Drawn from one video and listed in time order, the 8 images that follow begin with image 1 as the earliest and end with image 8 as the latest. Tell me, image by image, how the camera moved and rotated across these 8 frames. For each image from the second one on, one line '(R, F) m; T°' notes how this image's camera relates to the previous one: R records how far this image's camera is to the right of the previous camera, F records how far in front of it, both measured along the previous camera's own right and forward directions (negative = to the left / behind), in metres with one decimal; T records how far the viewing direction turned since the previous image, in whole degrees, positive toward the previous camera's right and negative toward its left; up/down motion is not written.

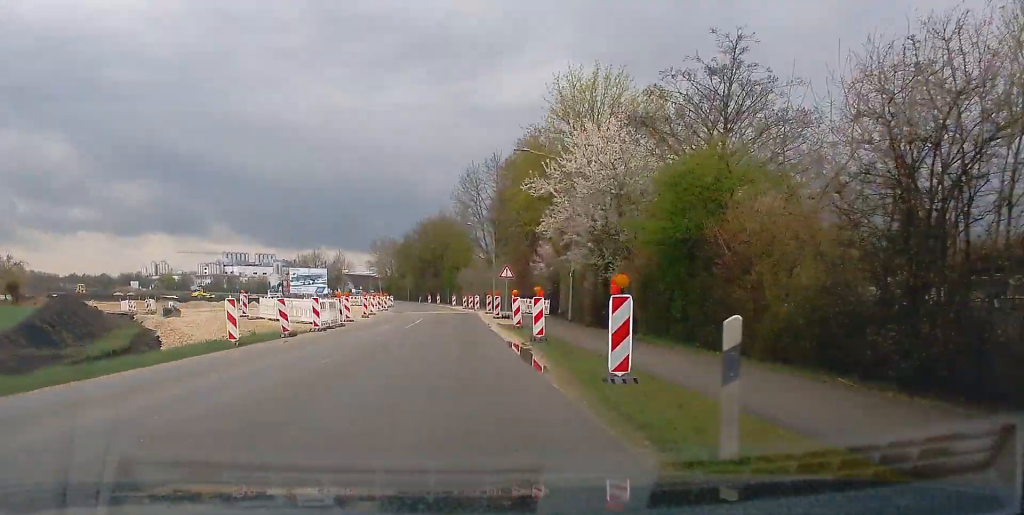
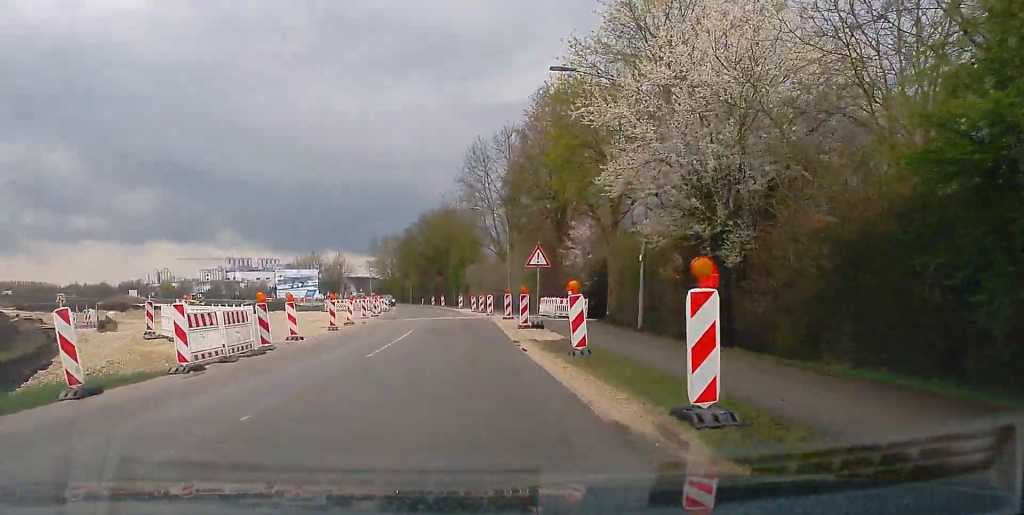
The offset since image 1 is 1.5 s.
(+0.1, +13.3) m; 0°
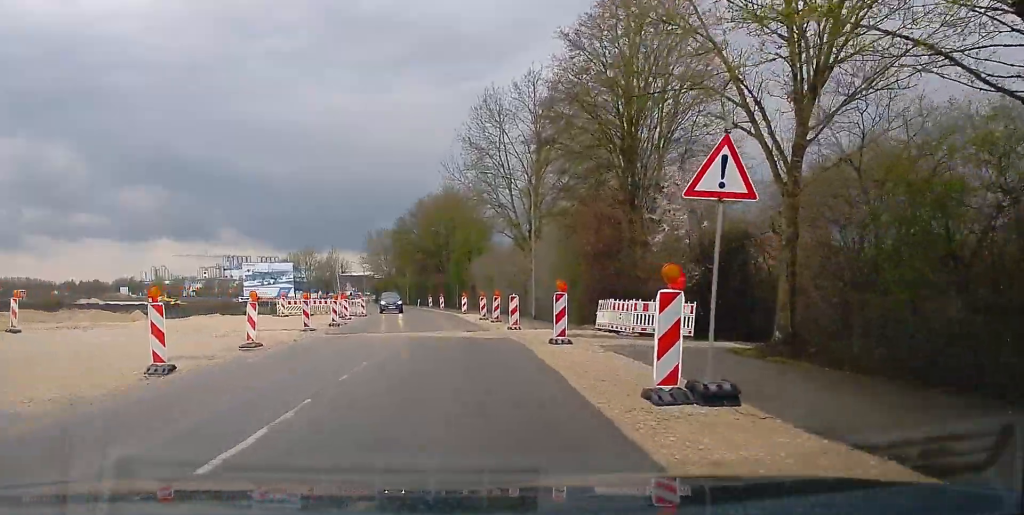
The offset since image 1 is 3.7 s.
(0.0, +16.4) m; +1°
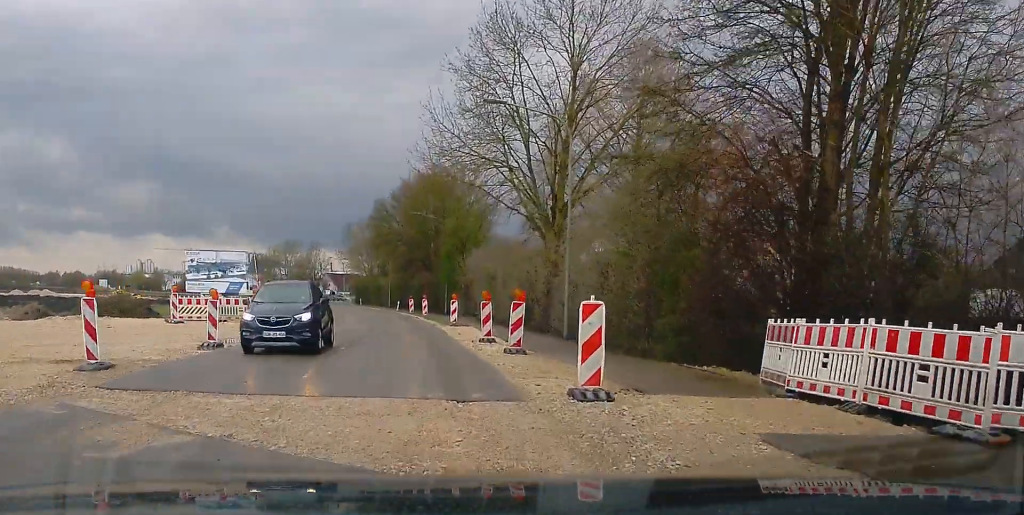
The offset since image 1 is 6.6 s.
(+0.2, +14.5) m; +1°
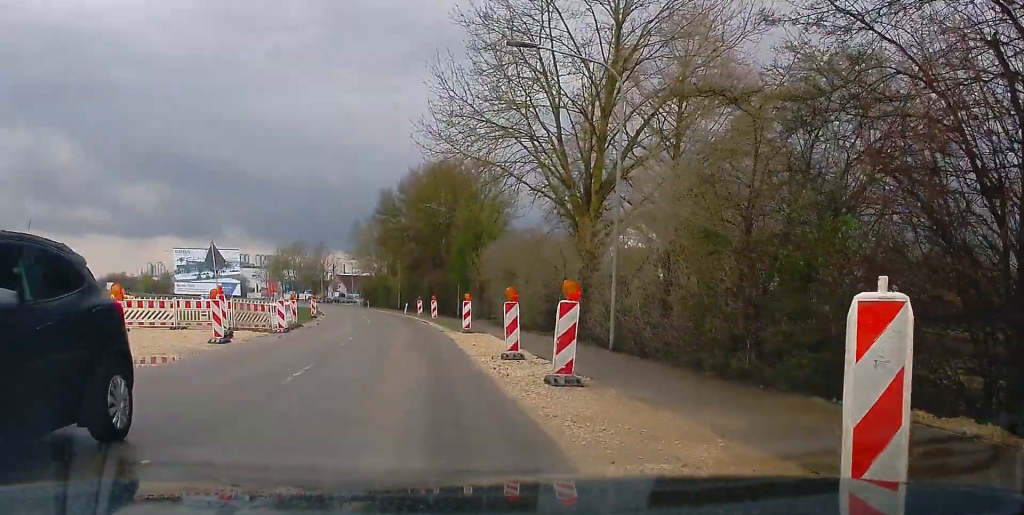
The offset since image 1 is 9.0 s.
(0.0, +8.9) m; -1°
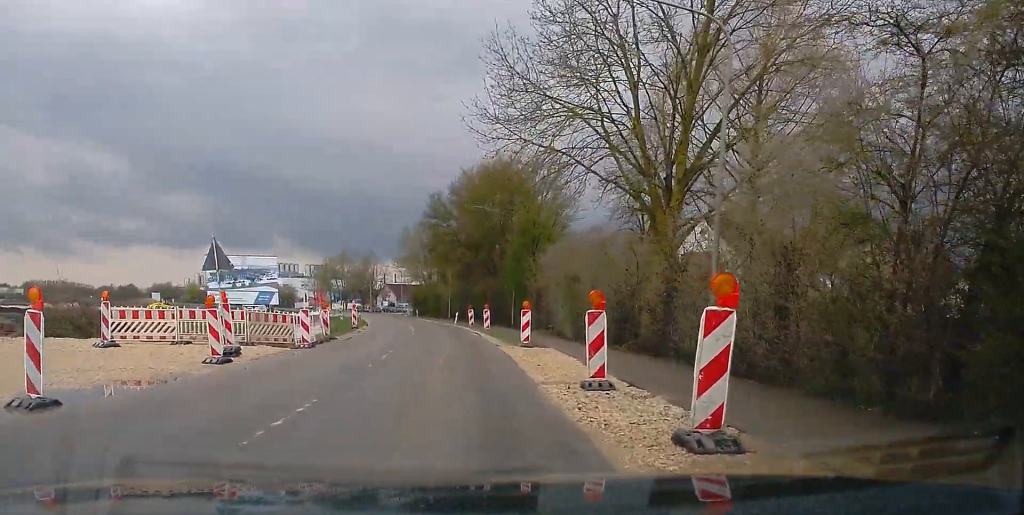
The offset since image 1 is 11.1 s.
(-0.2, +8.4) m; -4°
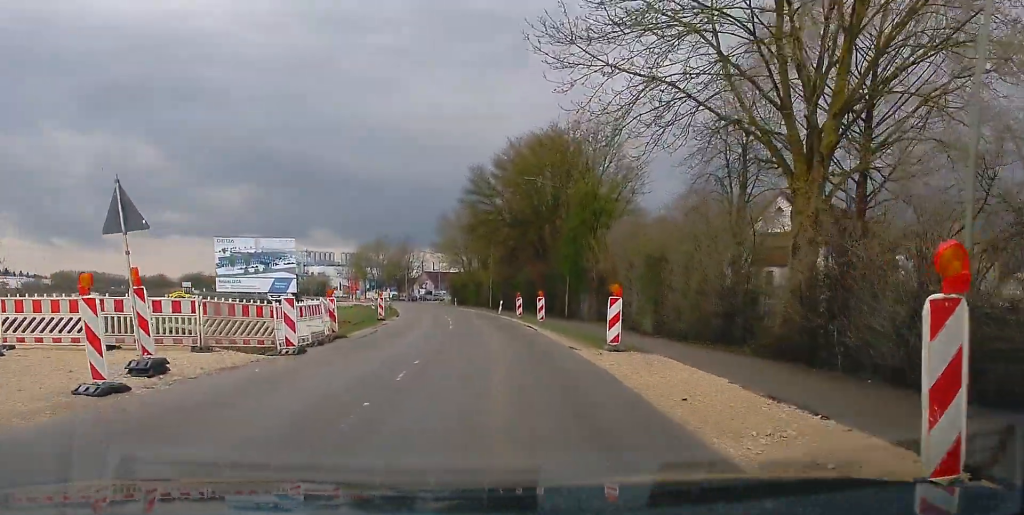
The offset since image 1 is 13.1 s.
(-0.4, +10.5) m; -3°
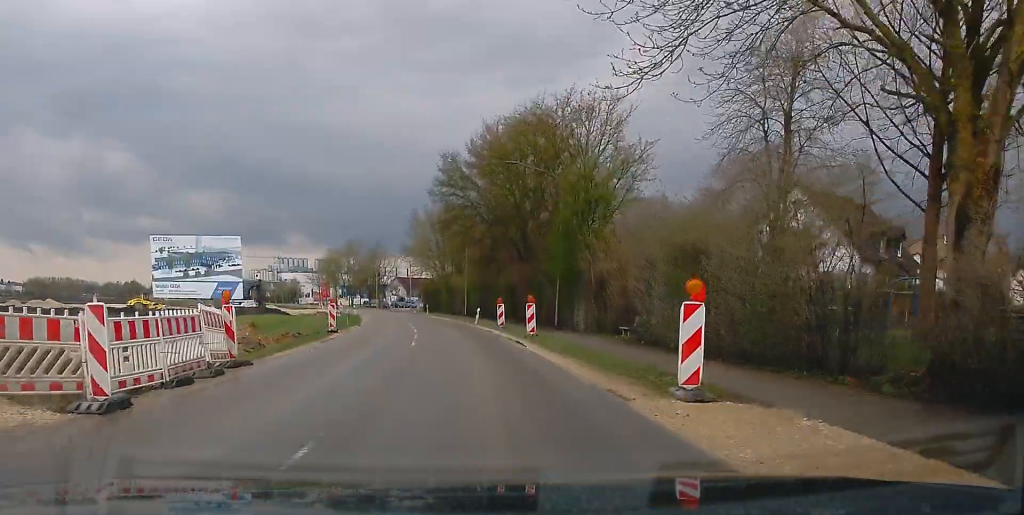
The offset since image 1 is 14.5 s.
(+0.1, +8.8) m; -1°
